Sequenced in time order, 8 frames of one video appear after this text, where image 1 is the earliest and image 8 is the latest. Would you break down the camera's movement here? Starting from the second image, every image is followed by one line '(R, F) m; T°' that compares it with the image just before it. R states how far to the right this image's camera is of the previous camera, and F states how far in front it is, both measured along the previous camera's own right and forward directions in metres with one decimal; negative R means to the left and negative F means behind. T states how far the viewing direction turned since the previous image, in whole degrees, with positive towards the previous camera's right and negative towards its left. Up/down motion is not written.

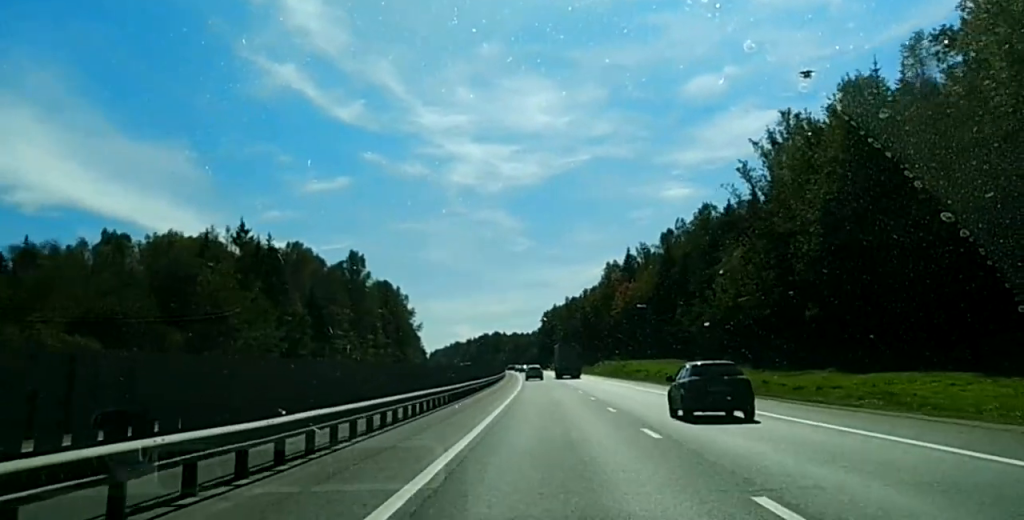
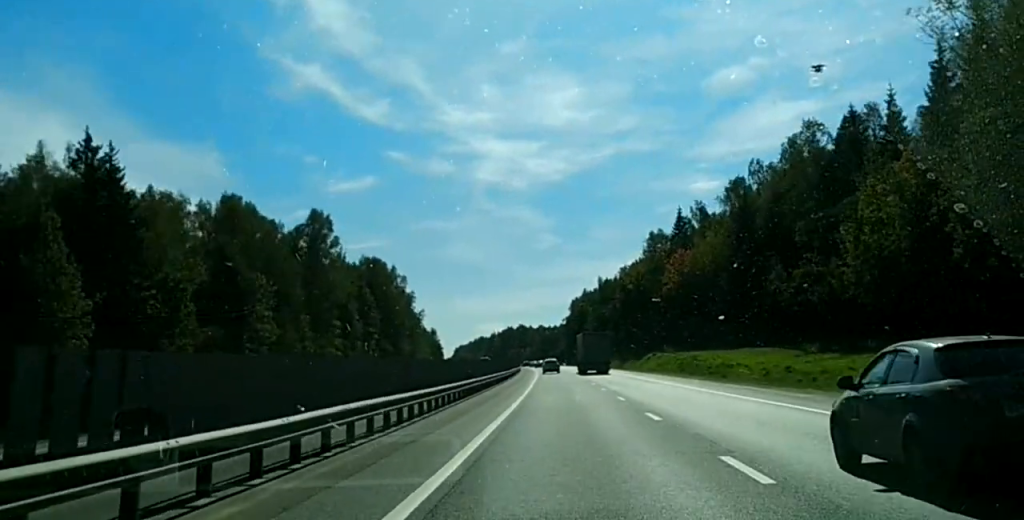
(-1.2, +69.0) m; -2°
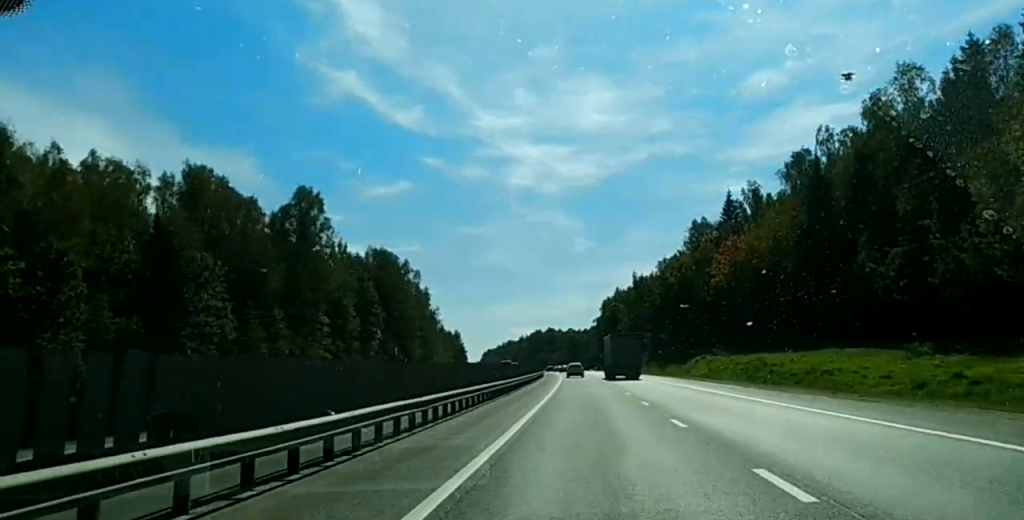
(-0.1, +30.6) m; -1°
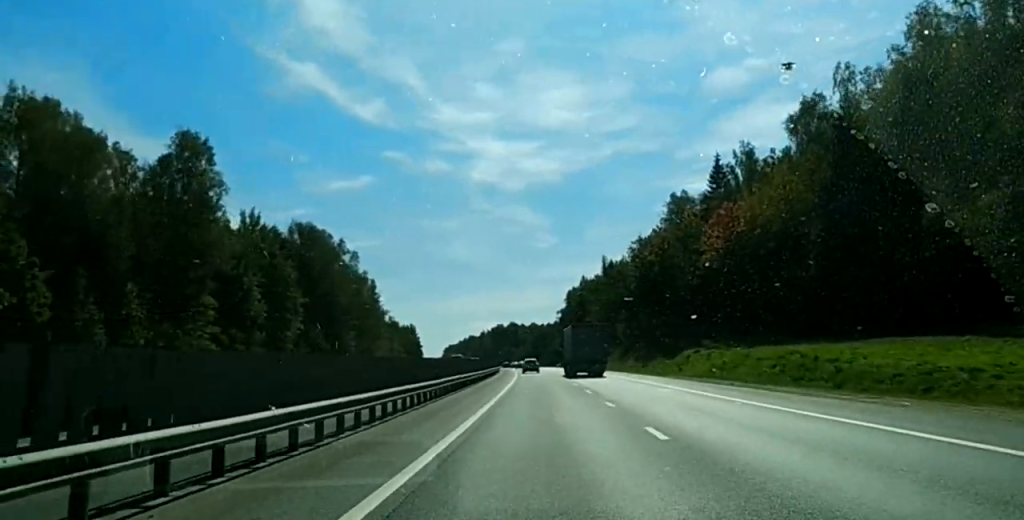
(-0.1, +34.6) m; -1°
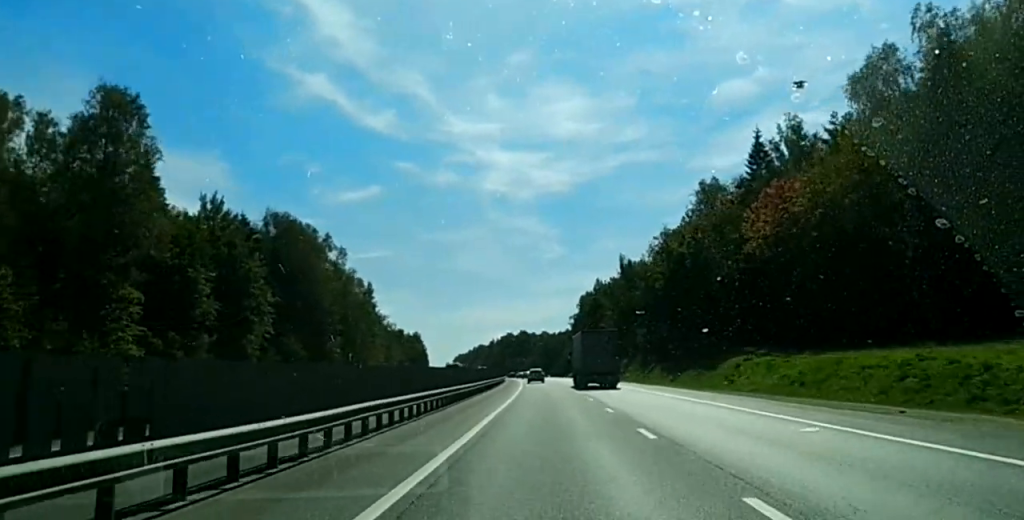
(-0.2, +23.4) m; -1°
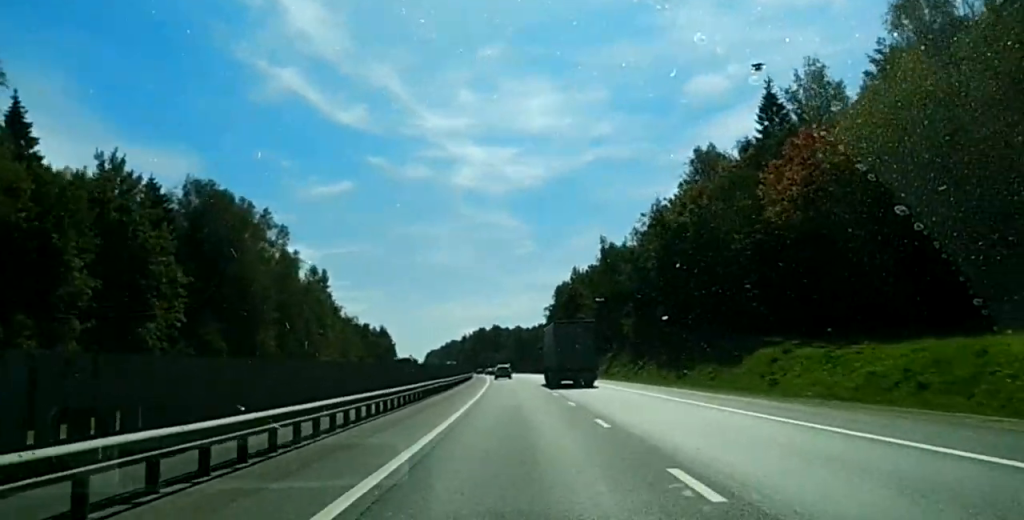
(-0.1, +23.0) m; -1°
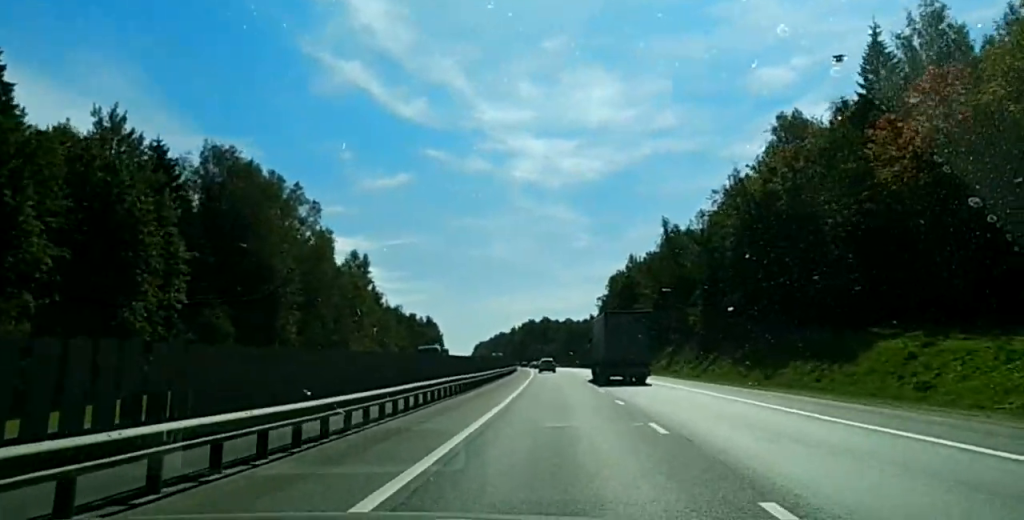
(-0.2, +15.4) m; 0°
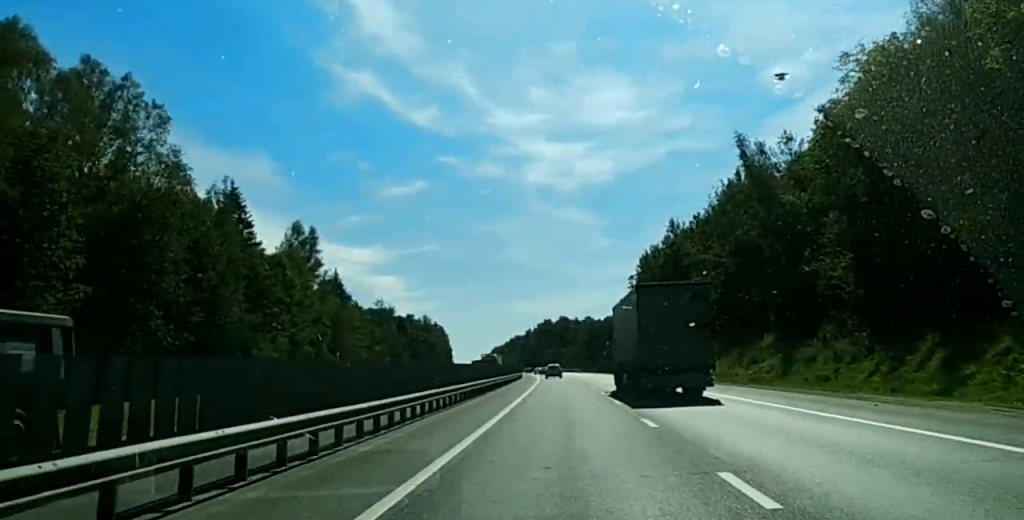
(-0.6, +55.7) m; -1°
